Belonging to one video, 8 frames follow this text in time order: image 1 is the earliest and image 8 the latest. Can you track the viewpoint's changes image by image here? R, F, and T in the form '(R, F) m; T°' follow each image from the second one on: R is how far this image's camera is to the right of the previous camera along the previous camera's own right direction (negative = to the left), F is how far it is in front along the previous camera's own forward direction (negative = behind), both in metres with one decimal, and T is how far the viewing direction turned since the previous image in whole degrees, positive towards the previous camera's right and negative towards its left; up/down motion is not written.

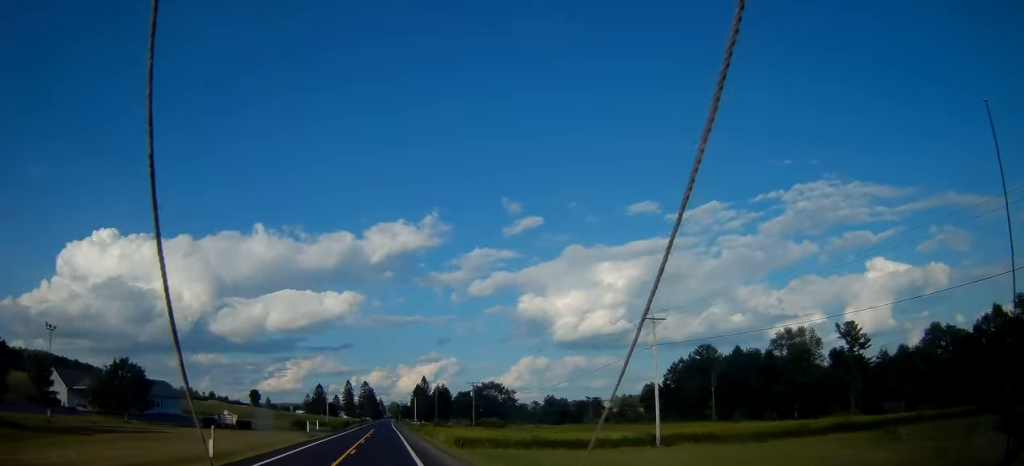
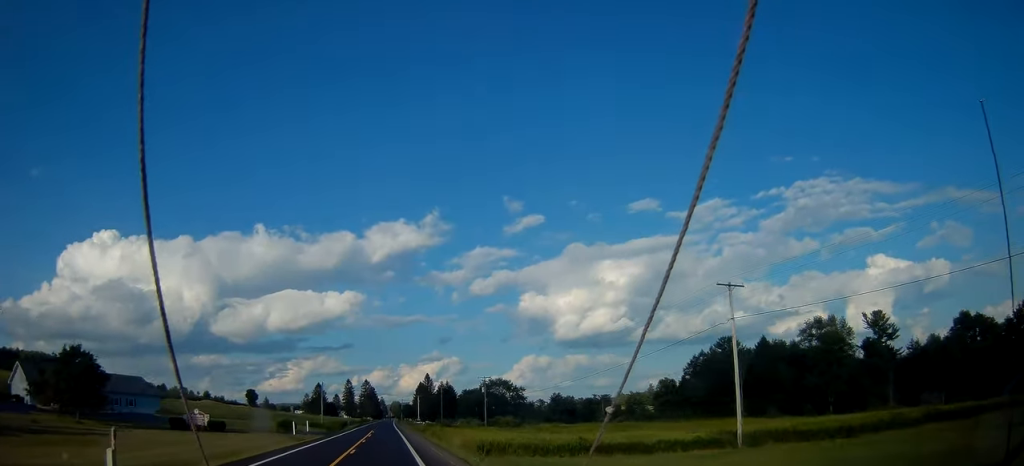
(0.0, +12.5) m; 0°
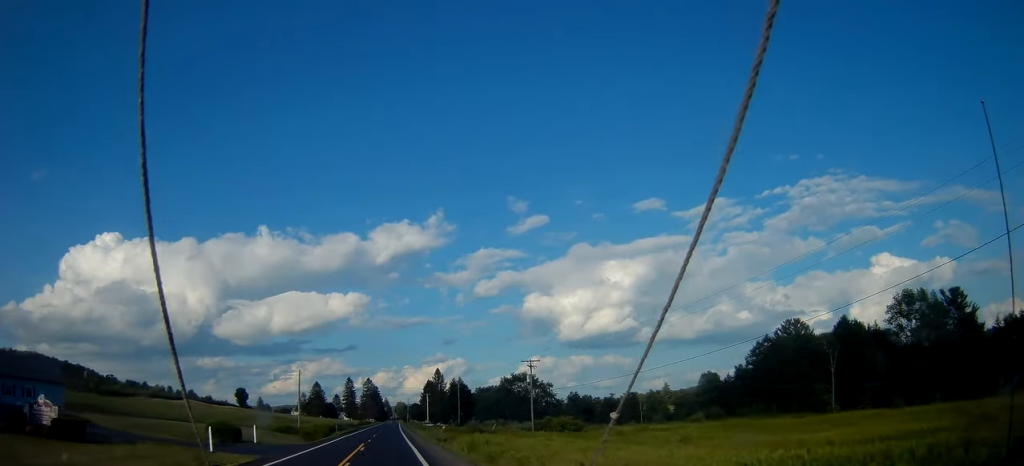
(-0.1, +31.9) m; -1°
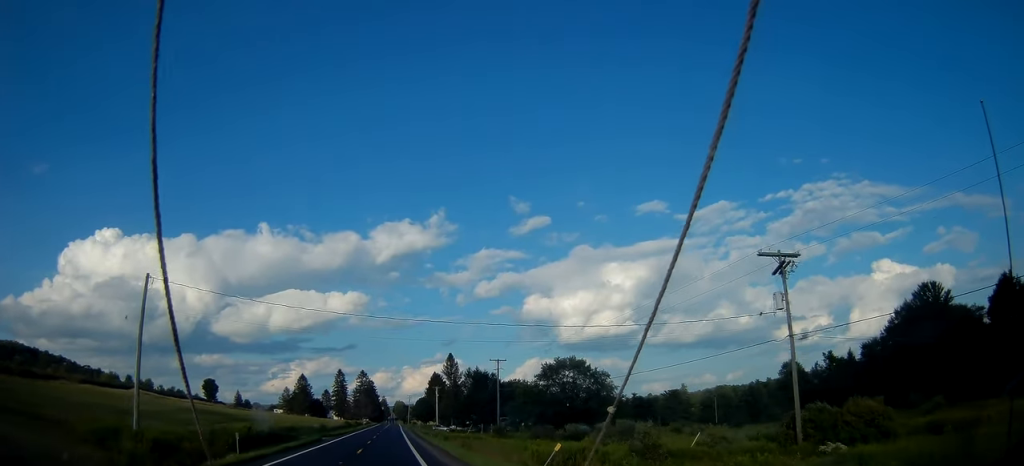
(-0.5, +50.8) m; 0°
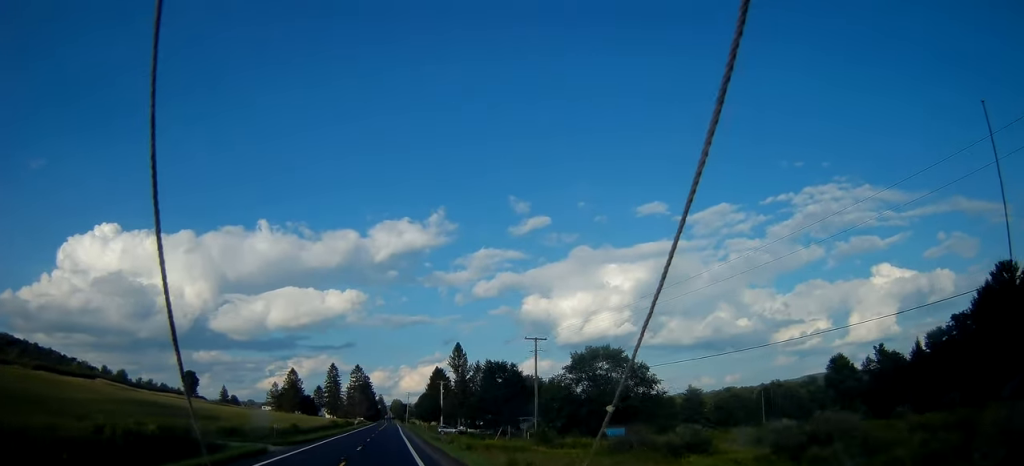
(+0.2, +23.1) m; 0°
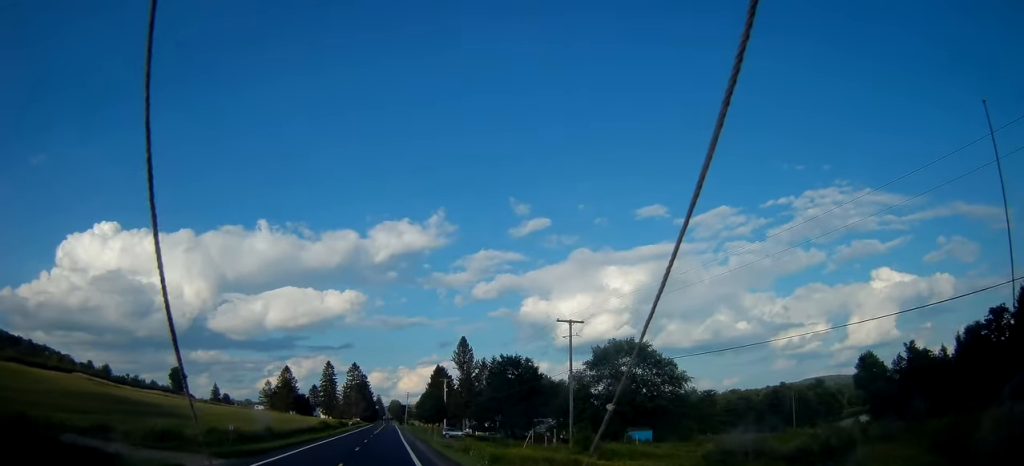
(0.0, +12.4) m; 0°
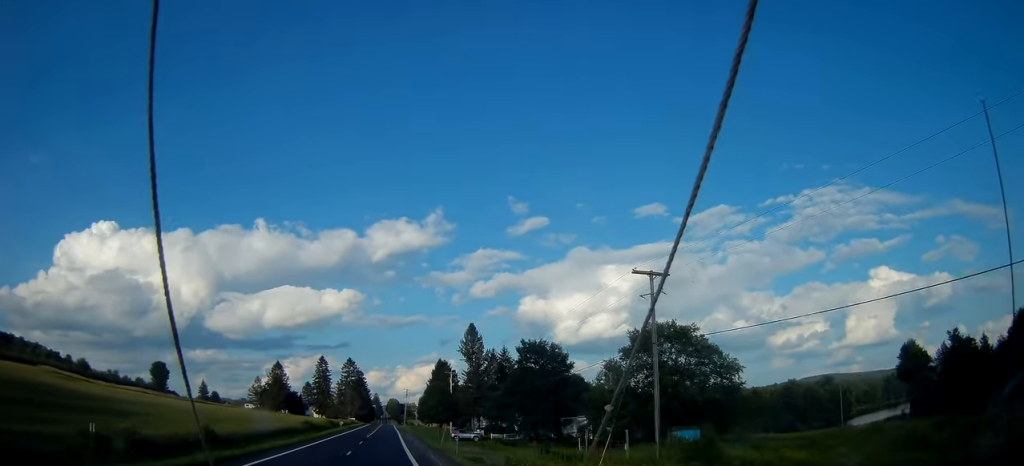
(0.0, +16.5) m; 0°
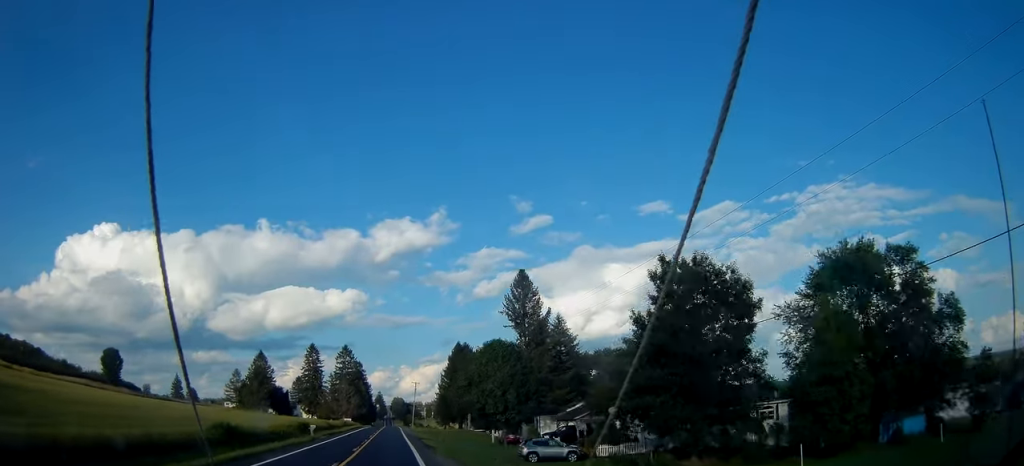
(+0.1, +40.5) m; +1°
